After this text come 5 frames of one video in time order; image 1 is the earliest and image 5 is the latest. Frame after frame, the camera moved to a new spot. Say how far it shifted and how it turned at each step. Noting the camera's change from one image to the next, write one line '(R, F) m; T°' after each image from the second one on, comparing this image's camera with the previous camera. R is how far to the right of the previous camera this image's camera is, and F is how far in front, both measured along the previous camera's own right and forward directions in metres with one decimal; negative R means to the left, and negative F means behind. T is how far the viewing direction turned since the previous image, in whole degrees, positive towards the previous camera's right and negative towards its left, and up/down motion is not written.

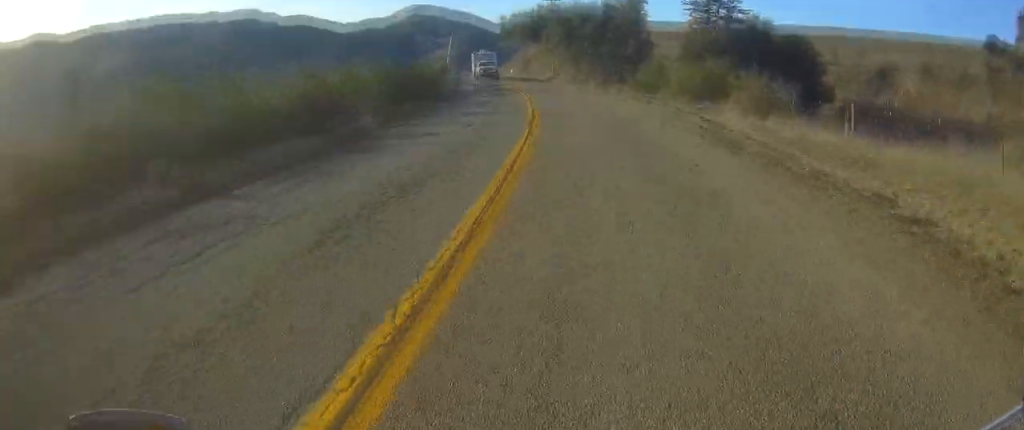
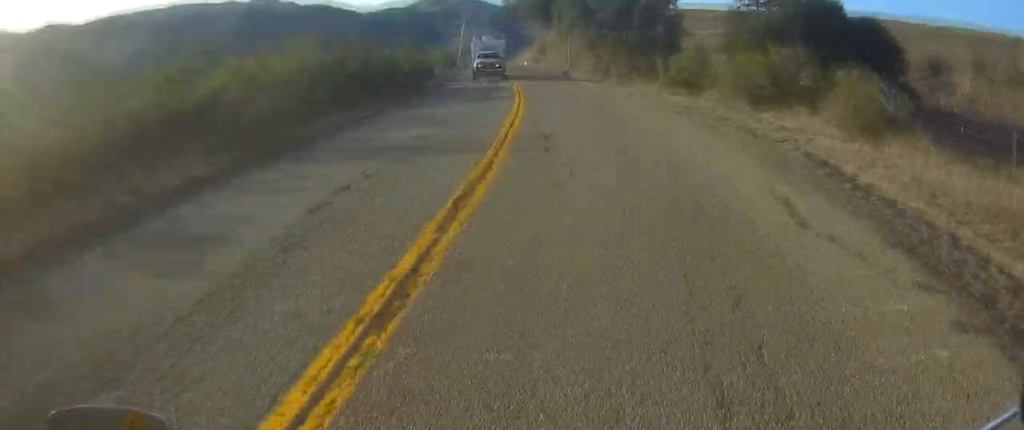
(-0.6, +10.5) m; -2°
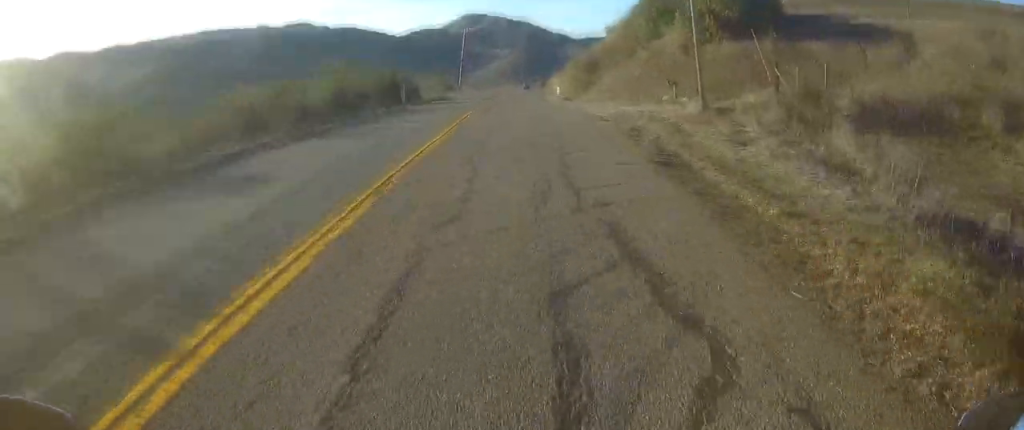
(-7.0, +57.0) m; -12°
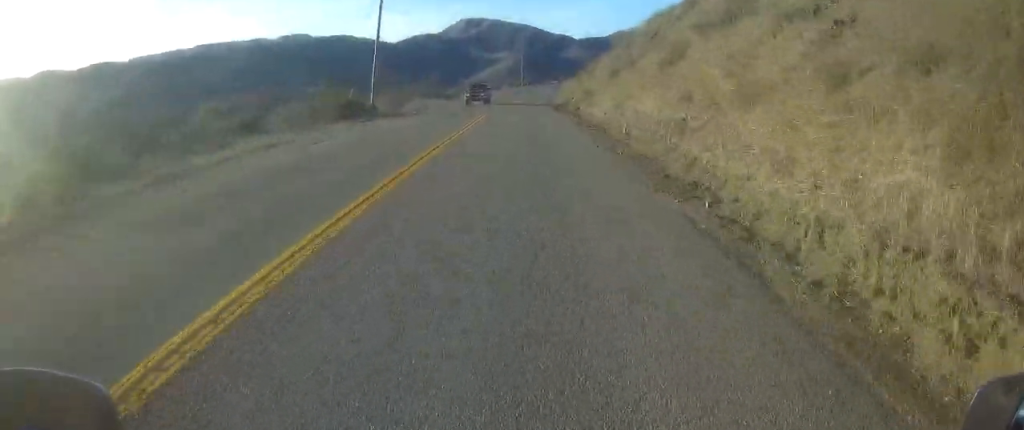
(-2.8, +61.9) m; -5°
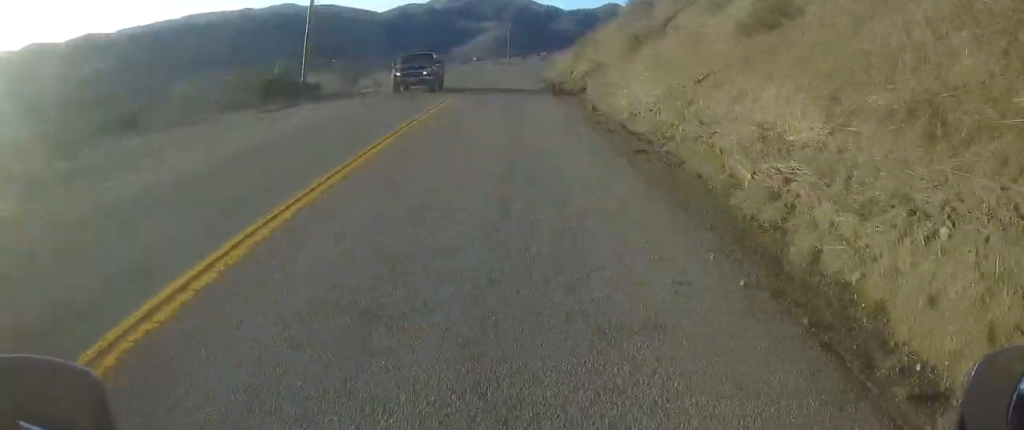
(-0.1, +12.4) m; +1°
